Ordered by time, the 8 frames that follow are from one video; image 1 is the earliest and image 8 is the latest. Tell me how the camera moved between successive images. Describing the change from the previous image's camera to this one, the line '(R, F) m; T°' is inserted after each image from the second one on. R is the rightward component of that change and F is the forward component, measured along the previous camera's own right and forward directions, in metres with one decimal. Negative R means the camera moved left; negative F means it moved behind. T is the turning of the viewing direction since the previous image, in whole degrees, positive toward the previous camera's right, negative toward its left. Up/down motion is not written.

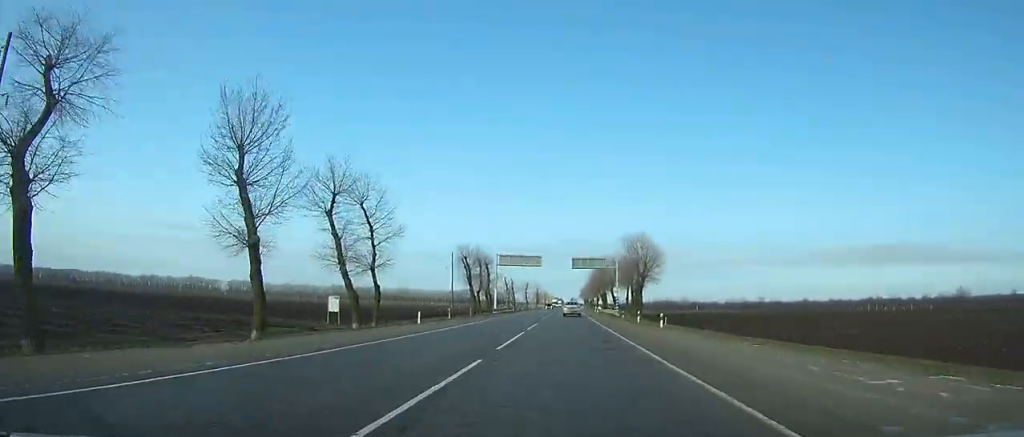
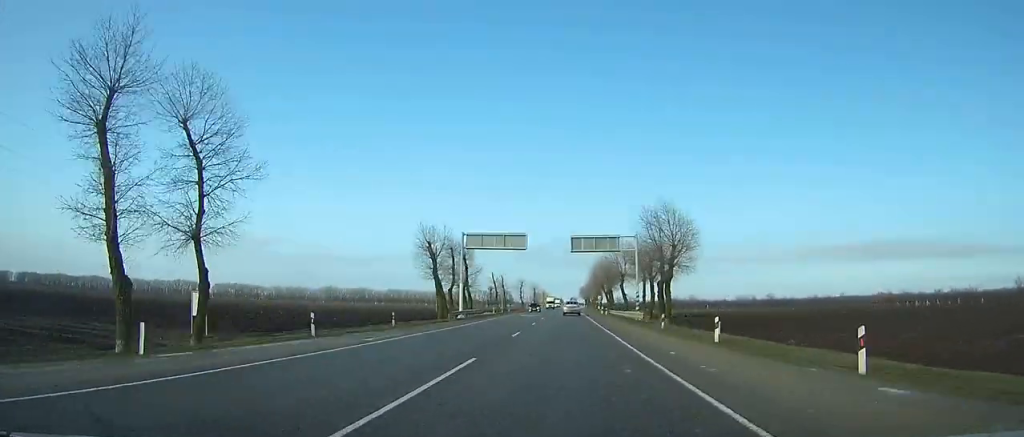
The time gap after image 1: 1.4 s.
(0.0, +23.8) m; 0°
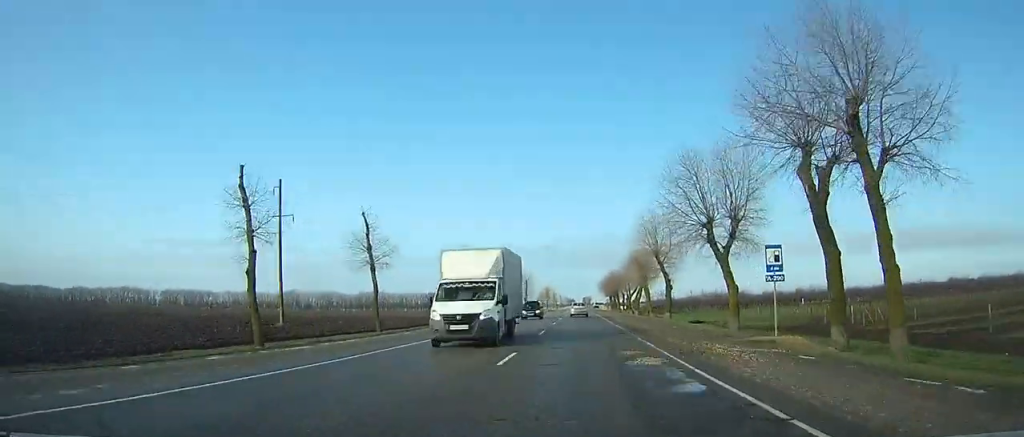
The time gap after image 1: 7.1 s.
(-1.1, +107.6) m; -1°
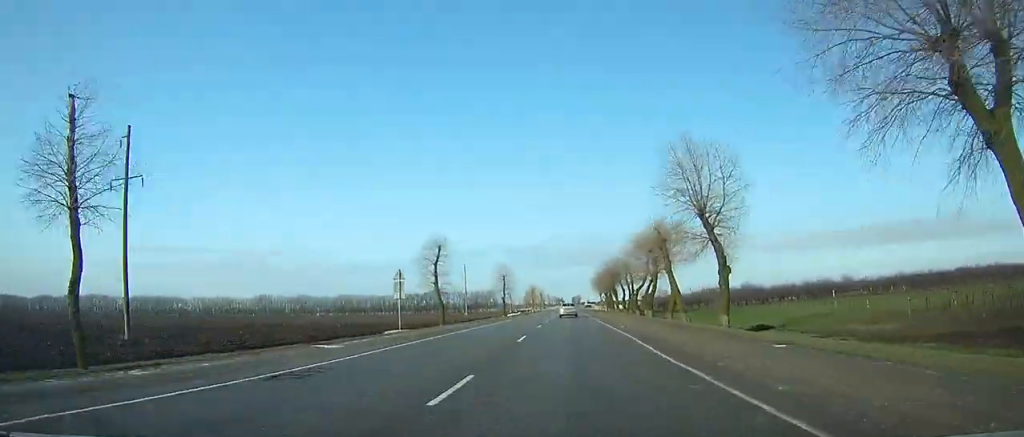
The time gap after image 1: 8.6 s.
(0.0, +29.8) m; 0°
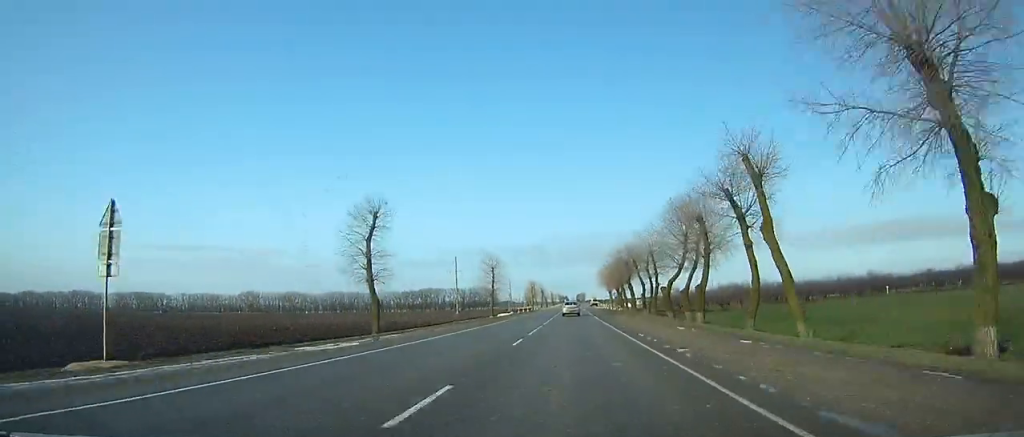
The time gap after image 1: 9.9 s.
(+0.1, +26.2) m; 0°
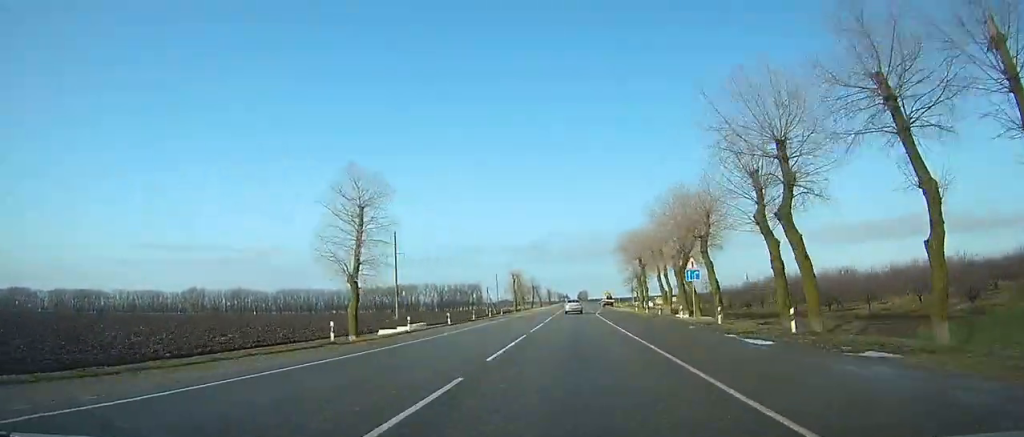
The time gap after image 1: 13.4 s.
(-0.1, +71.8) m; 0°
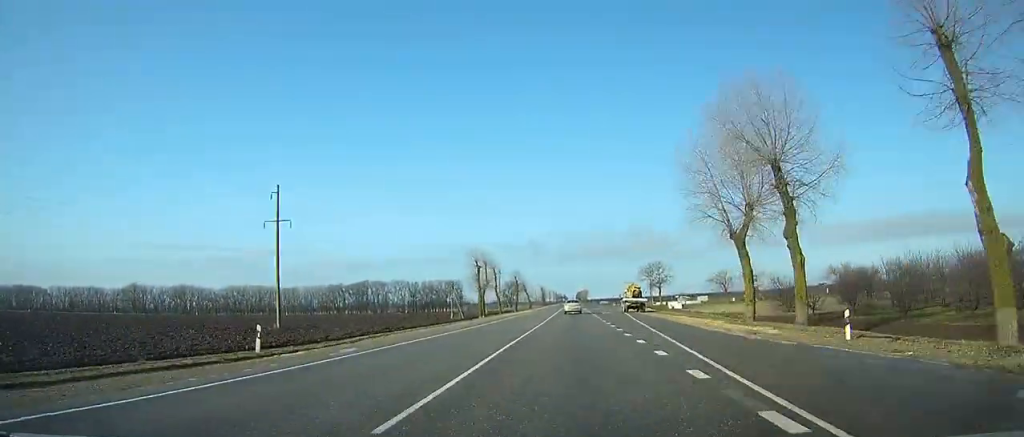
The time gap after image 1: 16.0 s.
(+0.3, +54.6) m; 0°
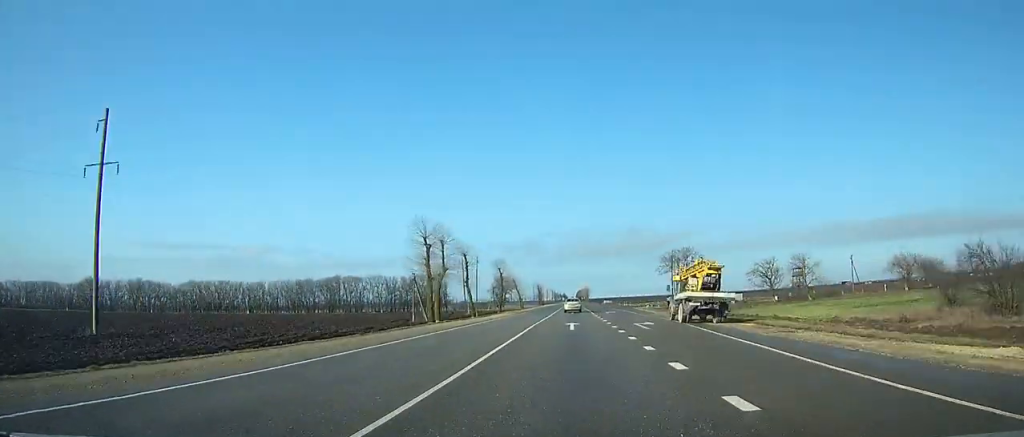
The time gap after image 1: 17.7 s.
(0.0, +36.4) m; 0°
